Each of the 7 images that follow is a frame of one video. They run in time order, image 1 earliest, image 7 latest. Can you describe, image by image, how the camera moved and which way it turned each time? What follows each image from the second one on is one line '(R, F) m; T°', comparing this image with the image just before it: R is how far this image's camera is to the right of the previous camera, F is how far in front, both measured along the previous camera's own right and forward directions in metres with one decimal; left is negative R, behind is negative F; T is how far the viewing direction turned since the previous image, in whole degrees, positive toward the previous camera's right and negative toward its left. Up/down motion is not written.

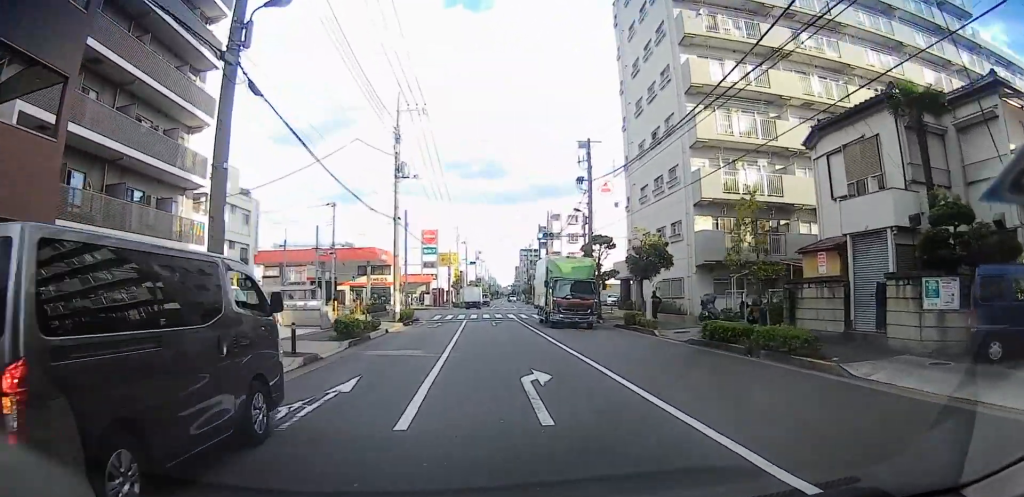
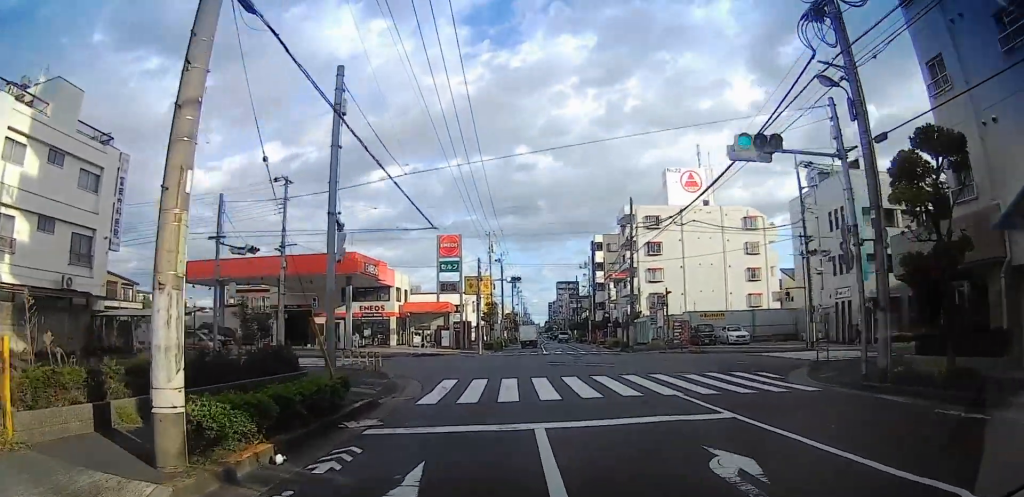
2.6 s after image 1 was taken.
(+1.4, +24.5) m; +8°
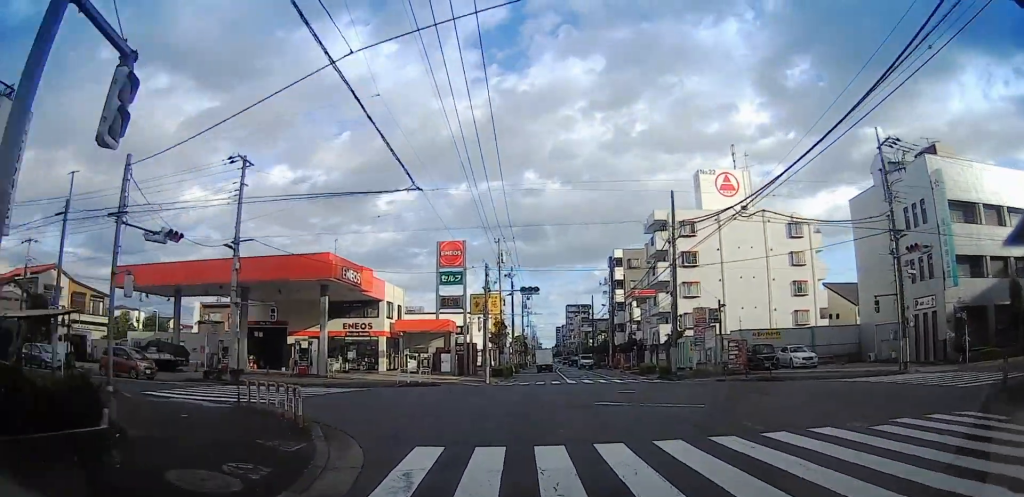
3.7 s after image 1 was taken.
(+0.5, +11.6) m; +6°
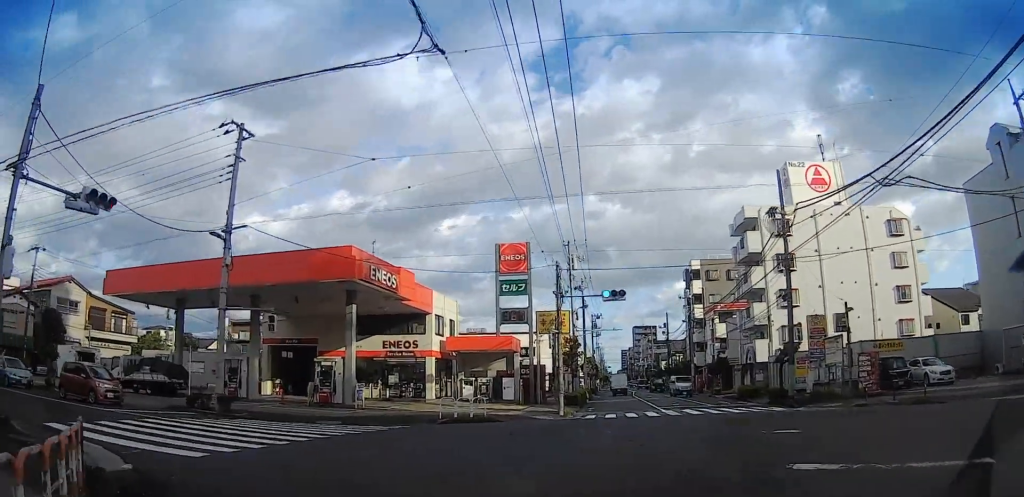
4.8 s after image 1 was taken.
(+0.7, +12.2) m; -3°
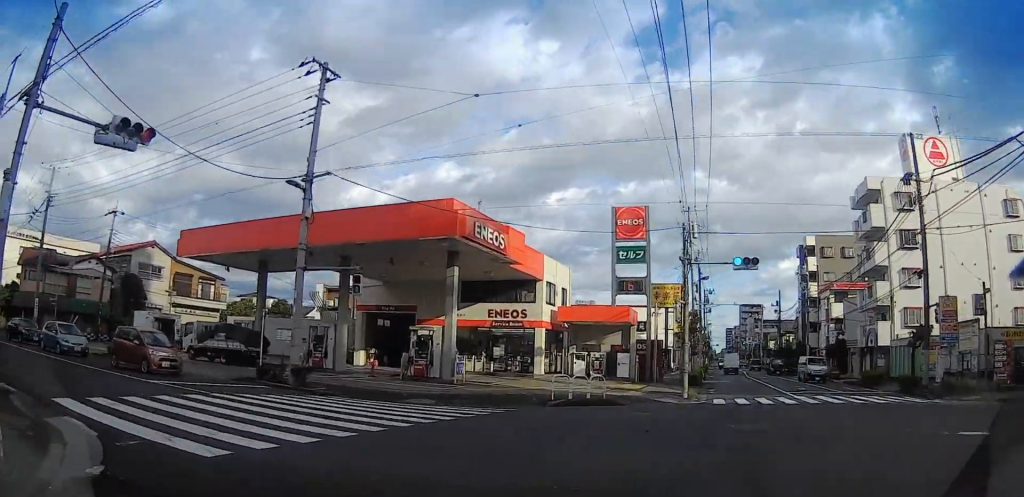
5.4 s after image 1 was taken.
(-0.2, +5.6) m; -6°
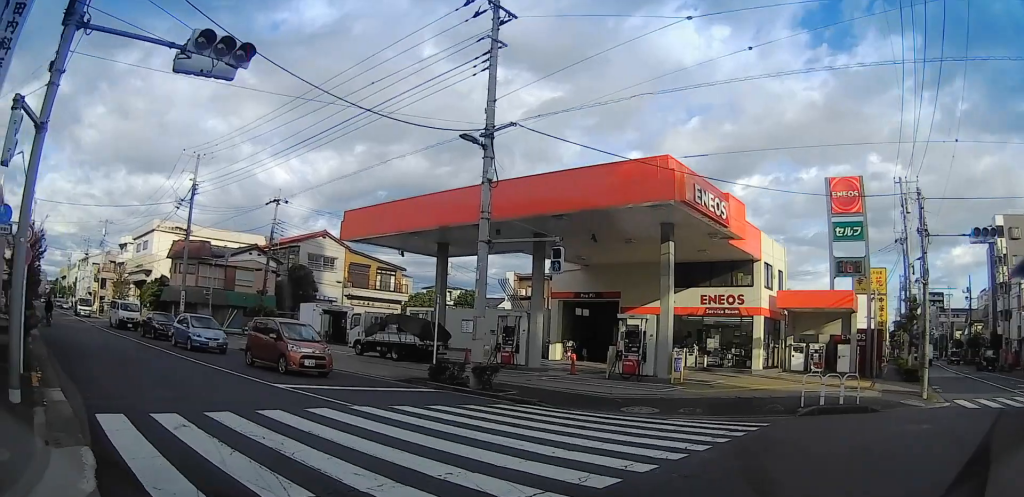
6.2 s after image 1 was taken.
(-1.2, +8.1) m; -9°
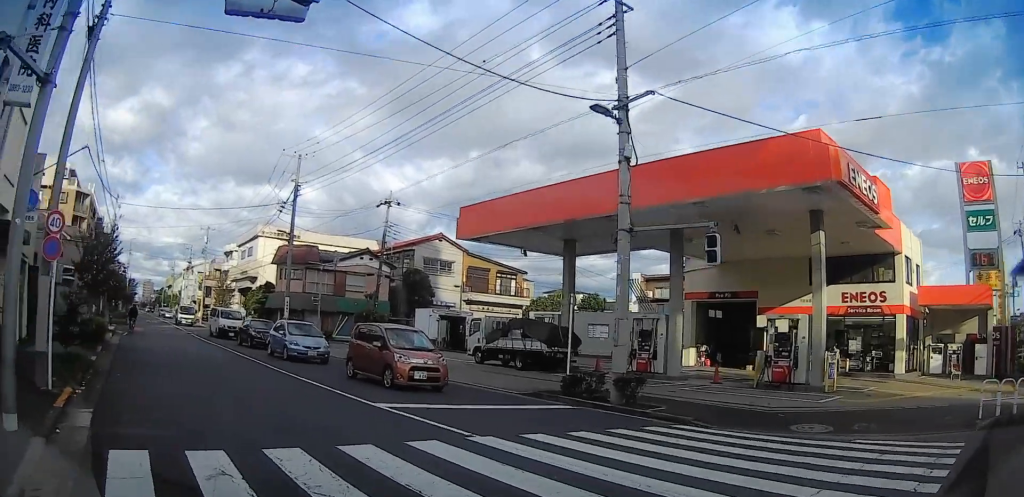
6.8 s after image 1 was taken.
(0.0, +4.0) m; -3°
